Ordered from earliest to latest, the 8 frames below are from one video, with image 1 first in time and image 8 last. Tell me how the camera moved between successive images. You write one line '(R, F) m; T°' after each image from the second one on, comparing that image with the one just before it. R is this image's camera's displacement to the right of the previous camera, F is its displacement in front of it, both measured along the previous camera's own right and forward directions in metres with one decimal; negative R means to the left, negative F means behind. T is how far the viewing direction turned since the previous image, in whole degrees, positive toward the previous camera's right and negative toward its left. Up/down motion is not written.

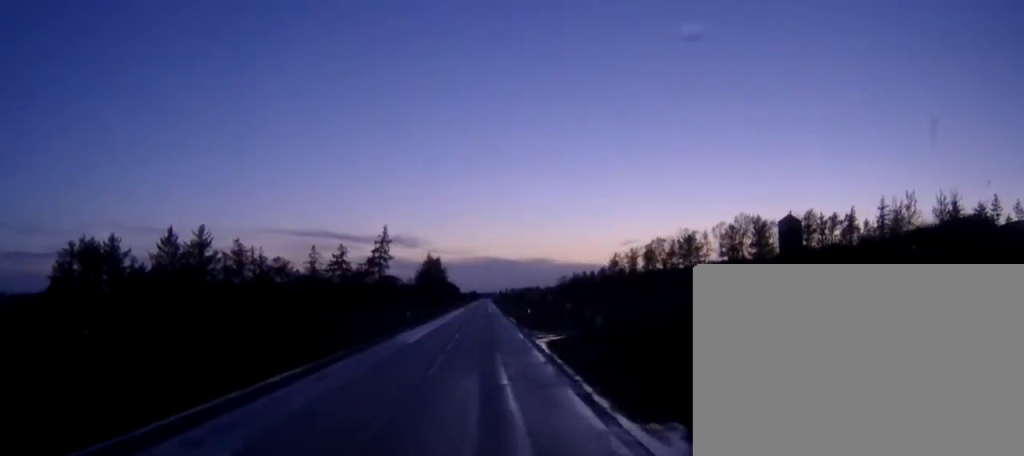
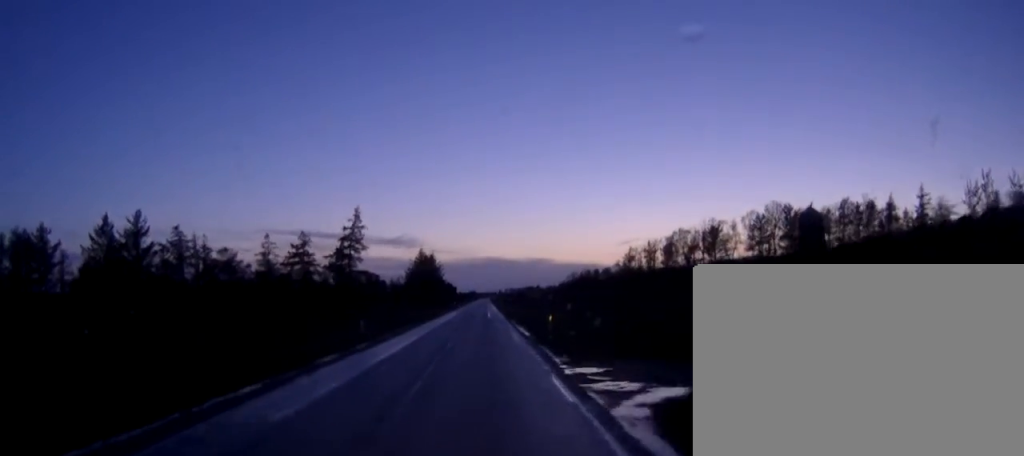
(+0.1, +18.8) m; 0°
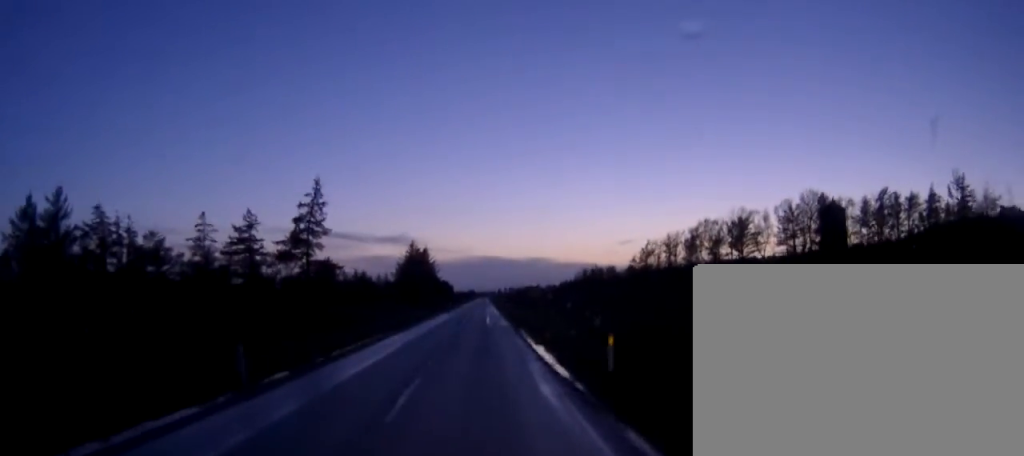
(0.0, +16.8) m; 0°
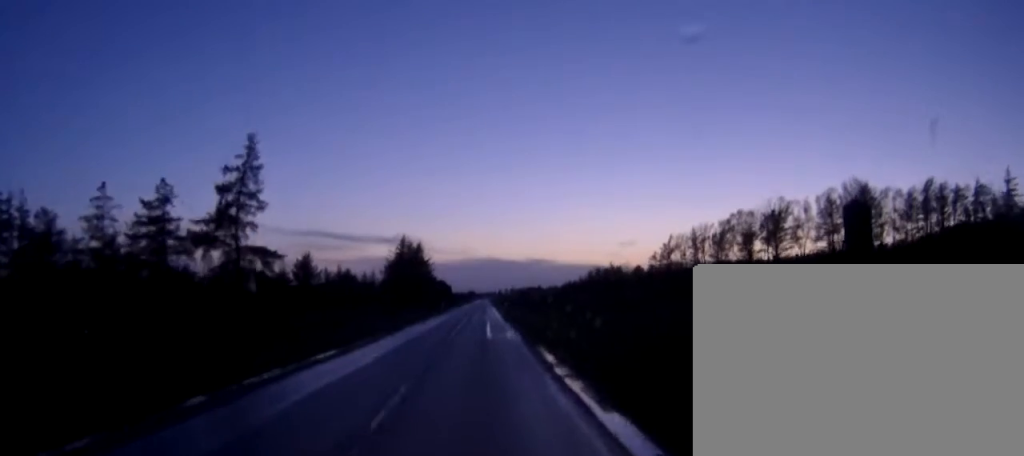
(0.0, +16.1) m; 0°
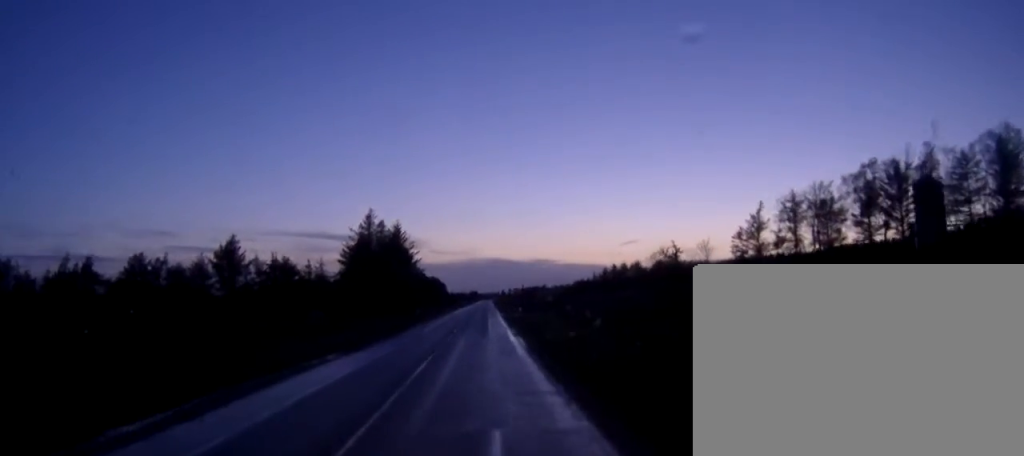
(0.0, +38.4) m; 0°
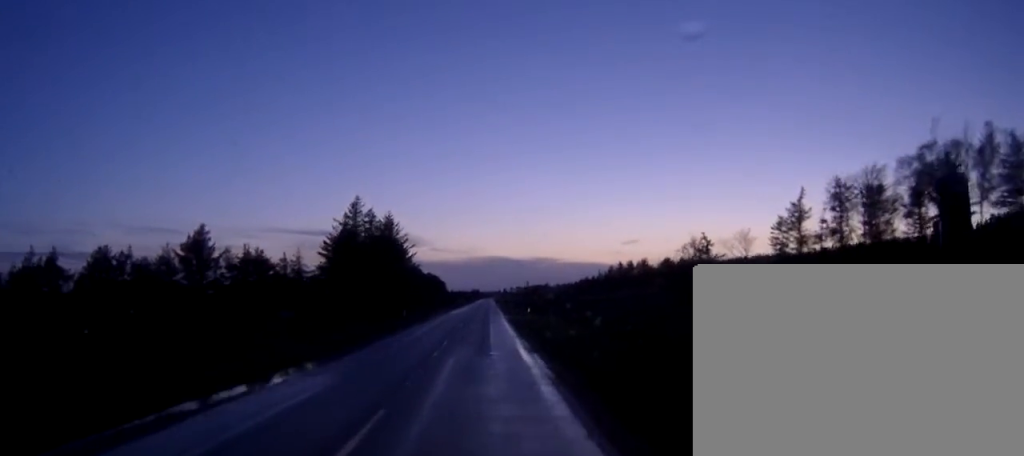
(0.0, +10.5) m; 0°
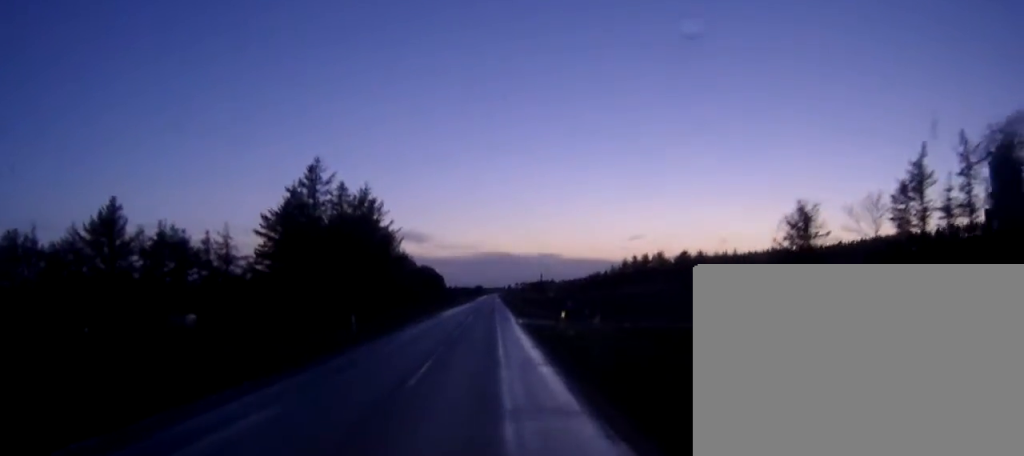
(0.0, +21.0) m; 0°
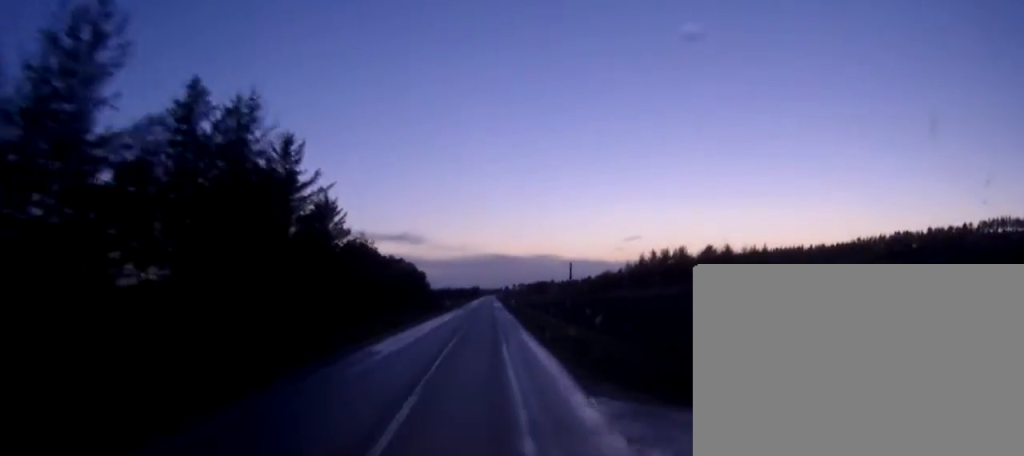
(+0.1, +36.6) m; 0°
